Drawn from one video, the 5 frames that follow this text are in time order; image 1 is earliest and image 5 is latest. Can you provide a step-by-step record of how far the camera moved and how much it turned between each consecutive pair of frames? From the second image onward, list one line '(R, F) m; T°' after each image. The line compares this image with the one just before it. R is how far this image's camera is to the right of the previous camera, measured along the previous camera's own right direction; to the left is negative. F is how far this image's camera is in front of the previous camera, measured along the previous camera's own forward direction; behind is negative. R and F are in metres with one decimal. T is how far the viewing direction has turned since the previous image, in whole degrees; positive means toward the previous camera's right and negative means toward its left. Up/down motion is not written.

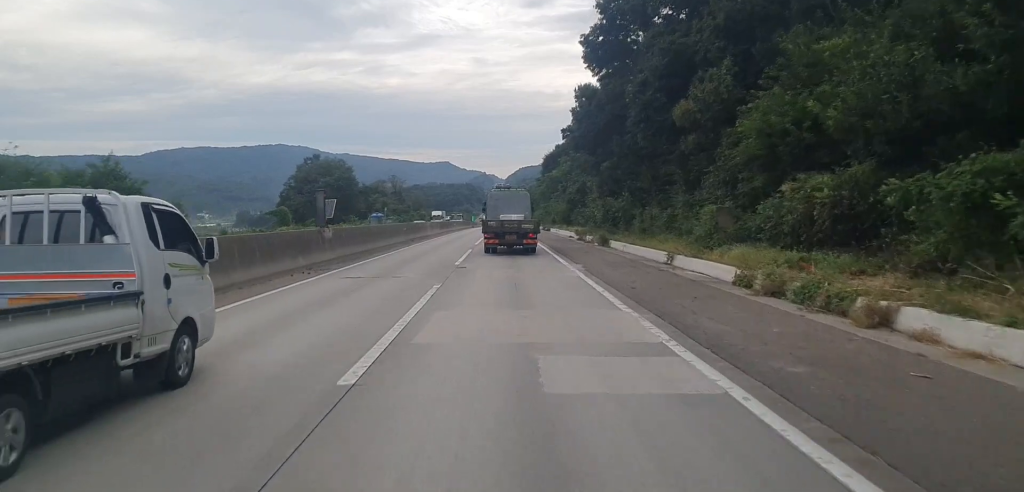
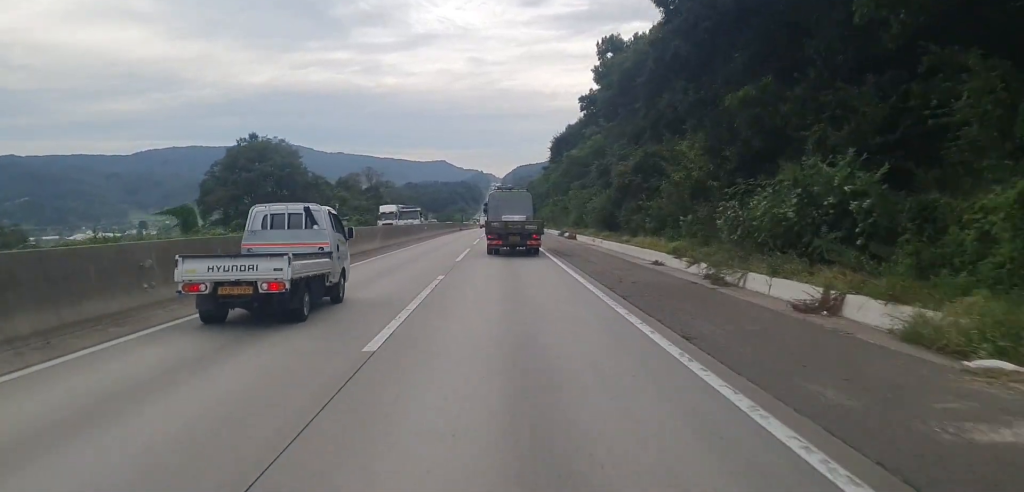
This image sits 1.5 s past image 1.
(0.0, +38.6) m; 0°
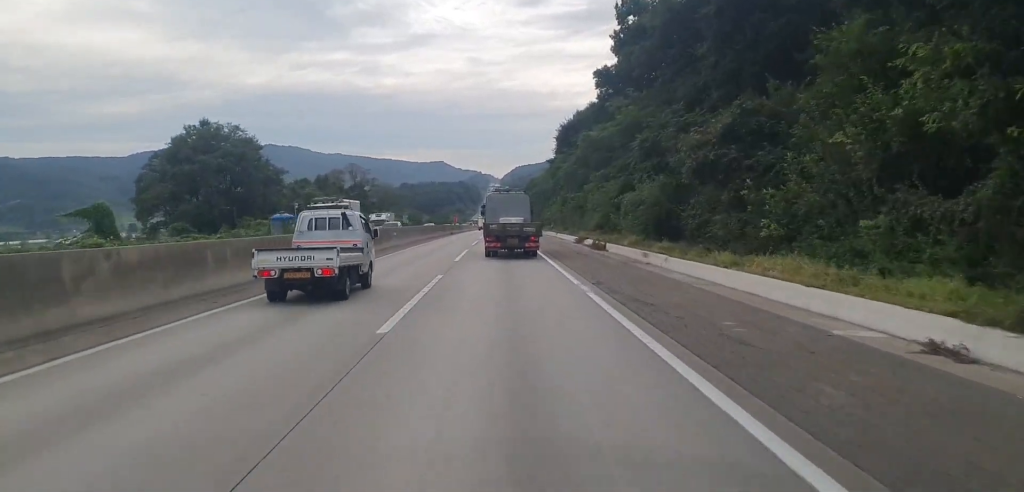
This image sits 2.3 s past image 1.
(0.0, +18.9) m; 0°
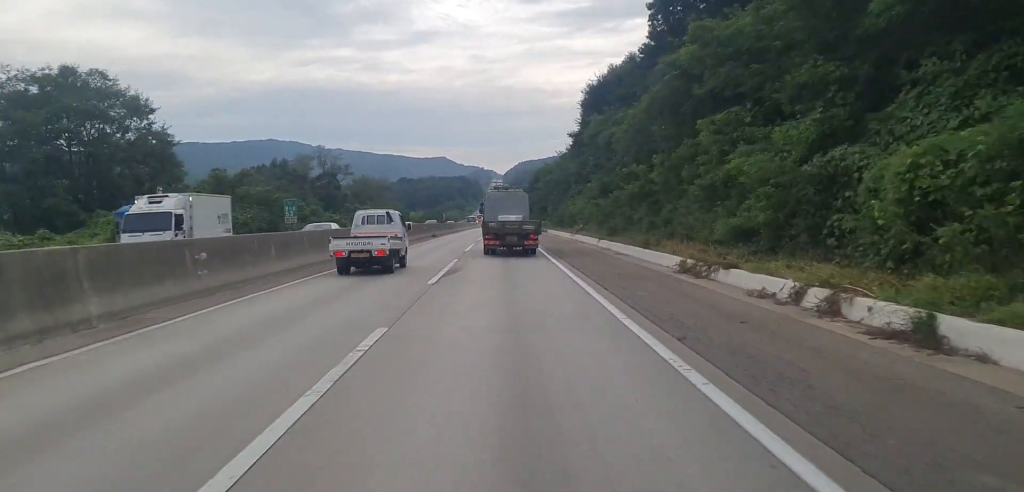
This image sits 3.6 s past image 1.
(0.0, +30.5) m; 0°
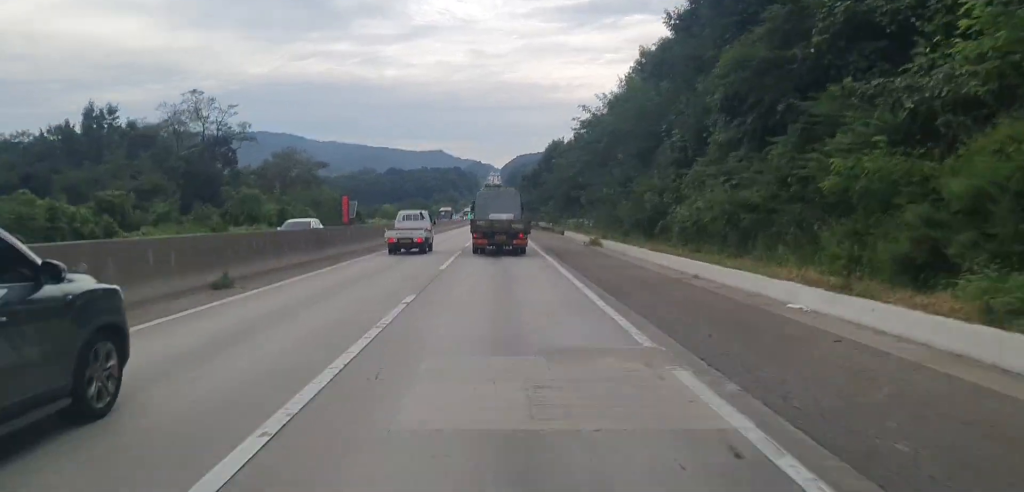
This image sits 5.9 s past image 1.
(+0.2, +51.1) m; 0°
